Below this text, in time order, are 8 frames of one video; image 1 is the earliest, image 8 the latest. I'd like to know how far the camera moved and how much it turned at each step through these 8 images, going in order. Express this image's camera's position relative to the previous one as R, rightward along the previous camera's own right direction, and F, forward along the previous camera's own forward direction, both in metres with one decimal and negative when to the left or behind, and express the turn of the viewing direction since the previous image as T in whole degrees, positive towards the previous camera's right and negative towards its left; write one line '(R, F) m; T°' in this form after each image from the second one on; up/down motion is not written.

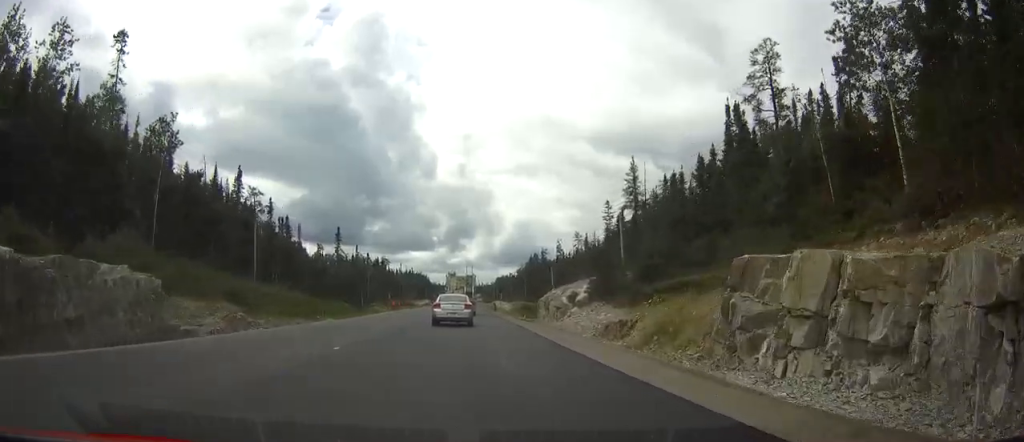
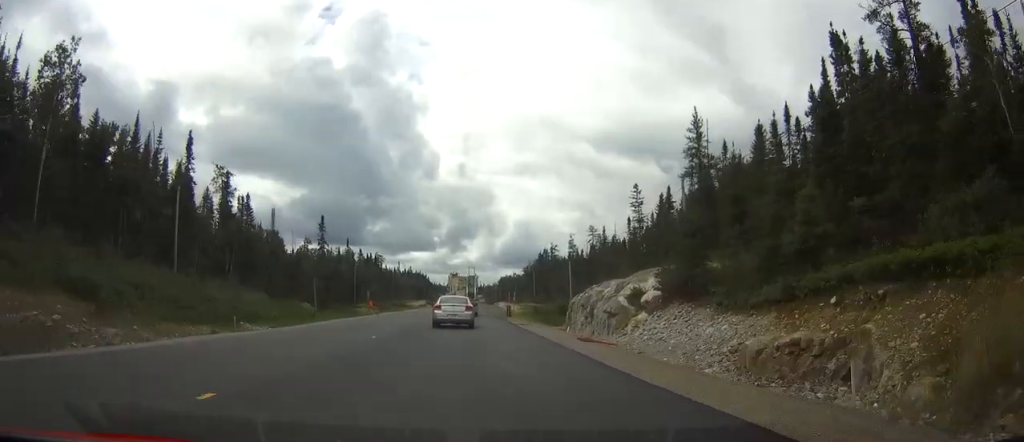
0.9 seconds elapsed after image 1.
(+0.1, +22.6) m; 0°
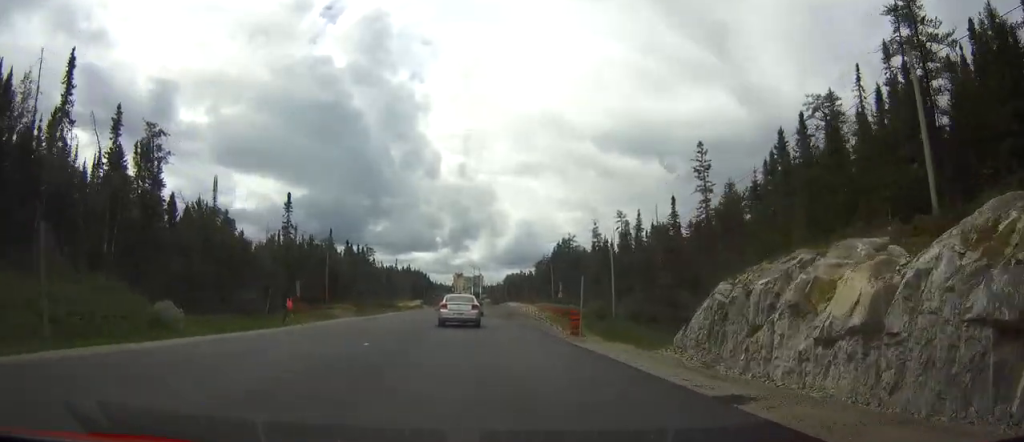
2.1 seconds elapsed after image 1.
(-0.1, +32.8) m; 0°
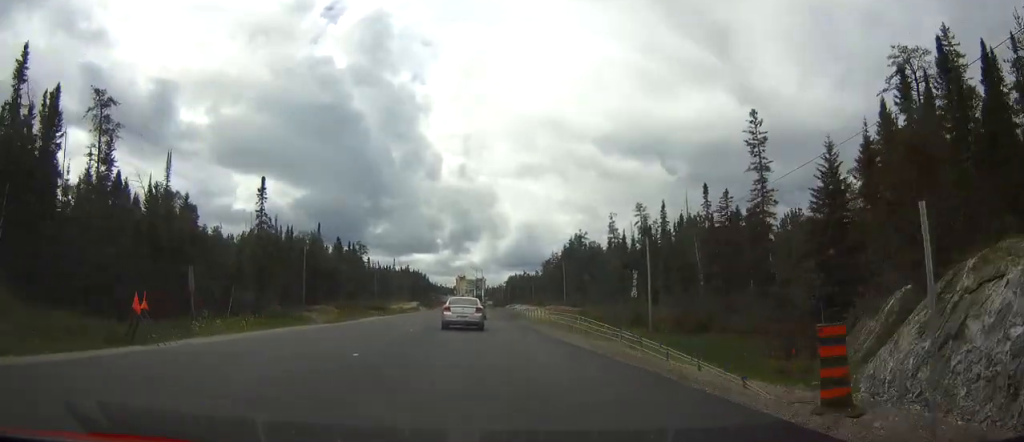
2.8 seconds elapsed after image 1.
(0.0, +17.1) m; 0°
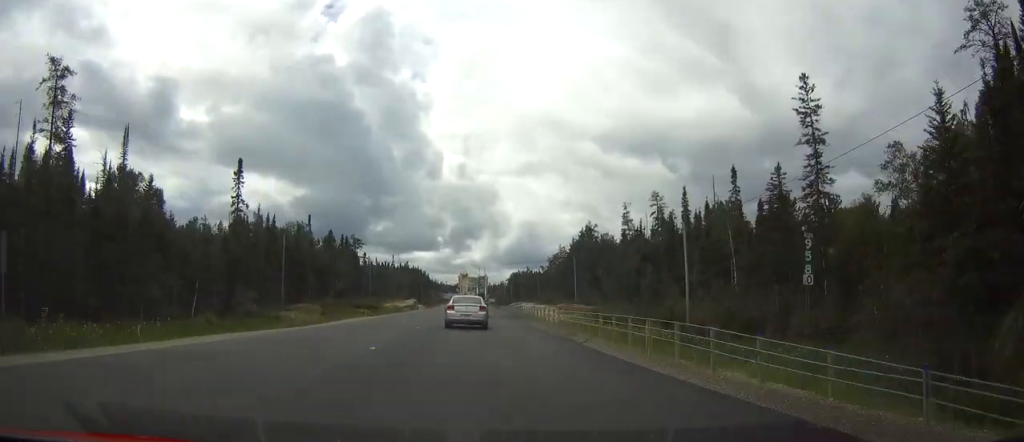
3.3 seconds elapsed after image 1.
(0.0, +11.9) m; 0°
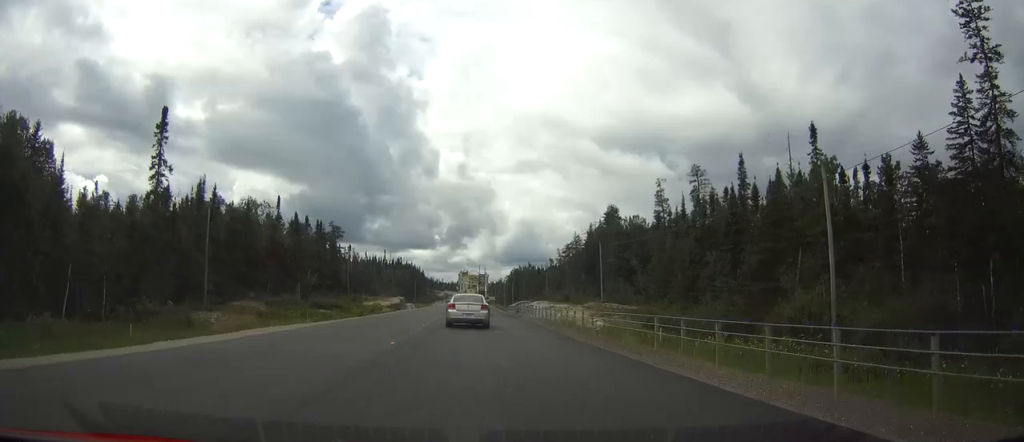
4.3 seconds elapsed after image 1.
(+0.1, +25.5) m; 0°
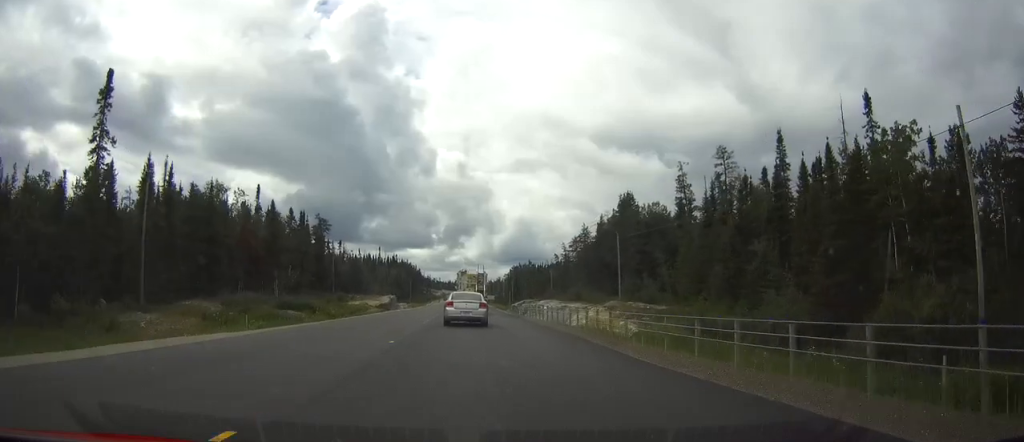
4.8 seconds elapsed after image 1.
(0.0, +12.7) m; 0°
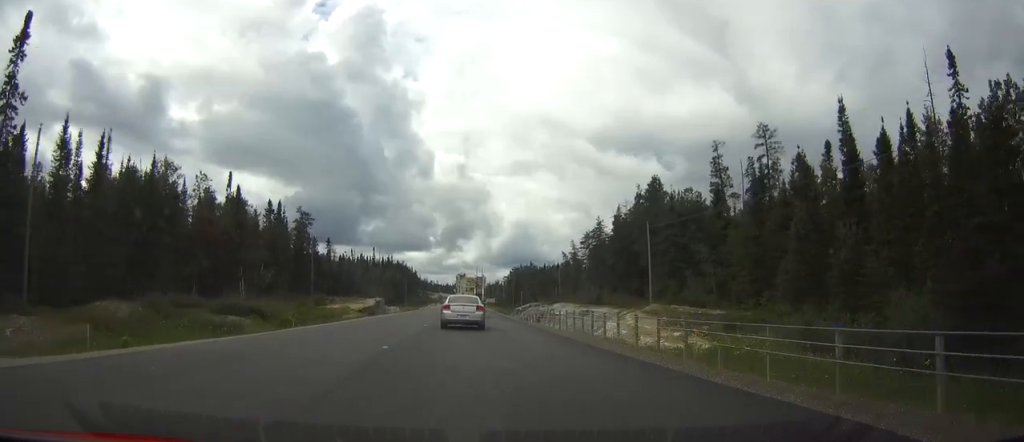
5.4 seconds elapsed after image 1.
(0.0, +15.2) m; 0°
